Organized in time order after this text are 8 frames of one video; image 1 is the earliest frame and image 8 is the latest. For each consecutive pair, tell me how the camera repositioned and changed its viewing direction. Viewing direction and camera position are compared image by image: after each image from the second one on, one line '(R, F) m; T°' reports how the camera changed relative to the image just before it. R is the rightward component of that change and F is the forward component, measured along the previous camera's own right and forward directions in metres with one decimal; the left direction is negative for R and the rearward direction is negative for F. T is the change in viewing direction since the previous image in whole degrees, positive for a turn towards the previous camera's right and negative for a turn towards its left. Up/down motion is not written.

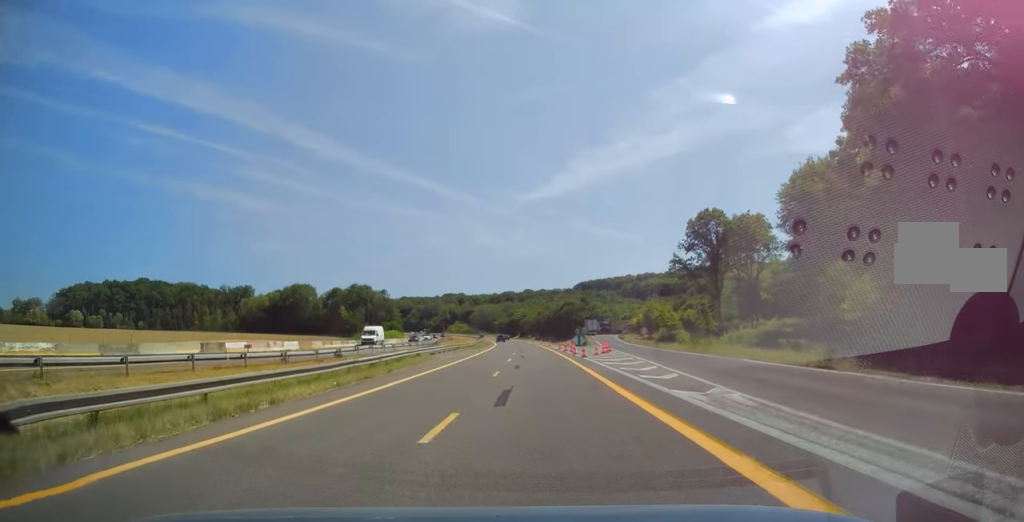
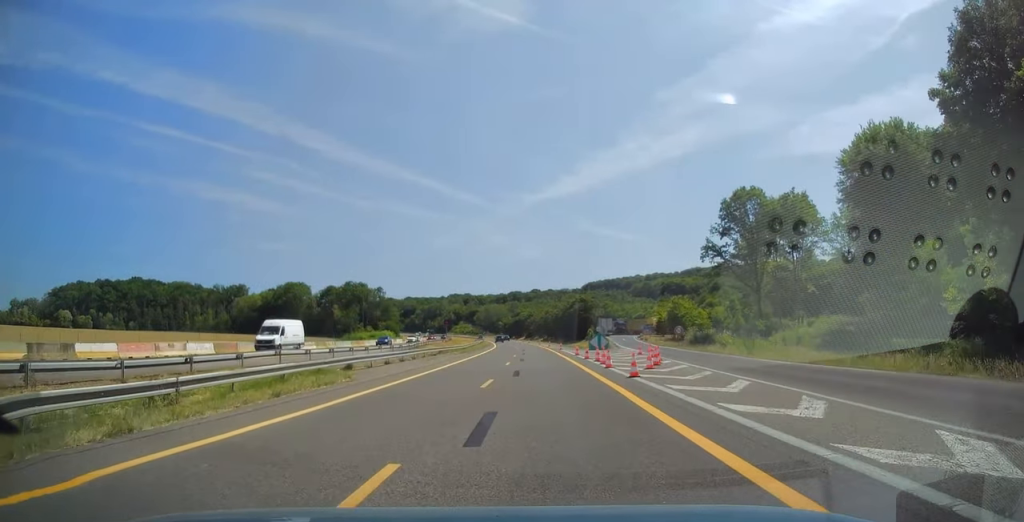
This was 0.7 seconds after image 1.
(-0.2, +17.4) m; -1°
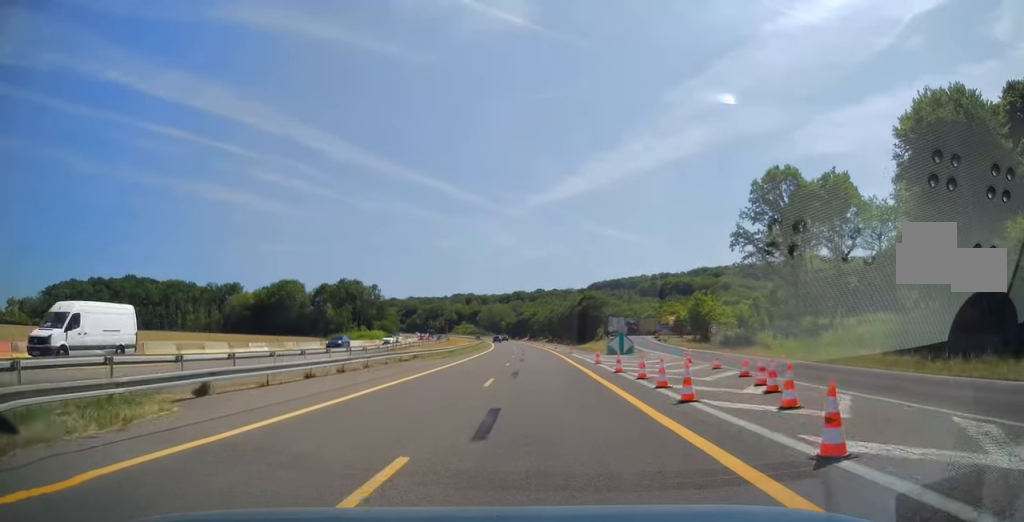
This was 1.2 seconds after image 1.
(-0.2, +12.6) m; 0°
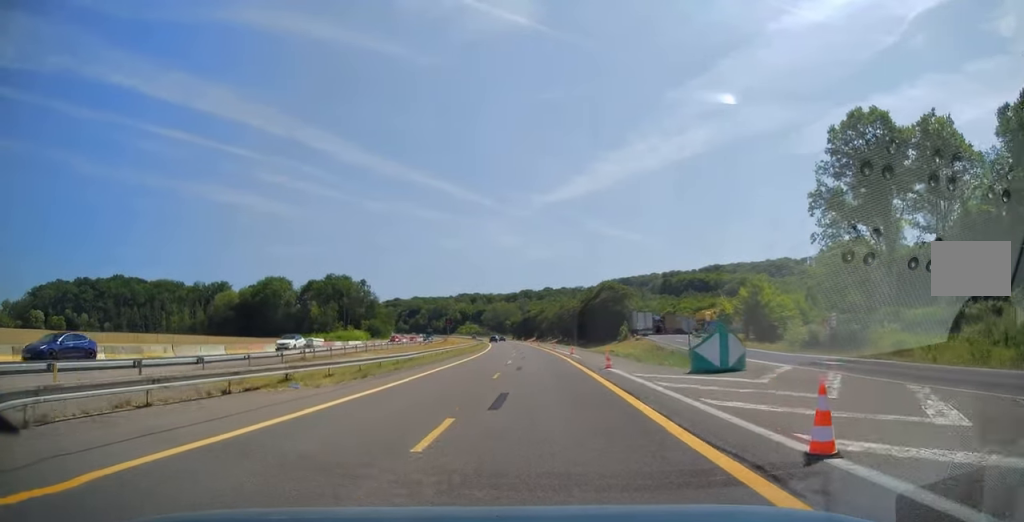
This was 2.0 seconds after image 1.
(-0.2, +22.5) m; -1°
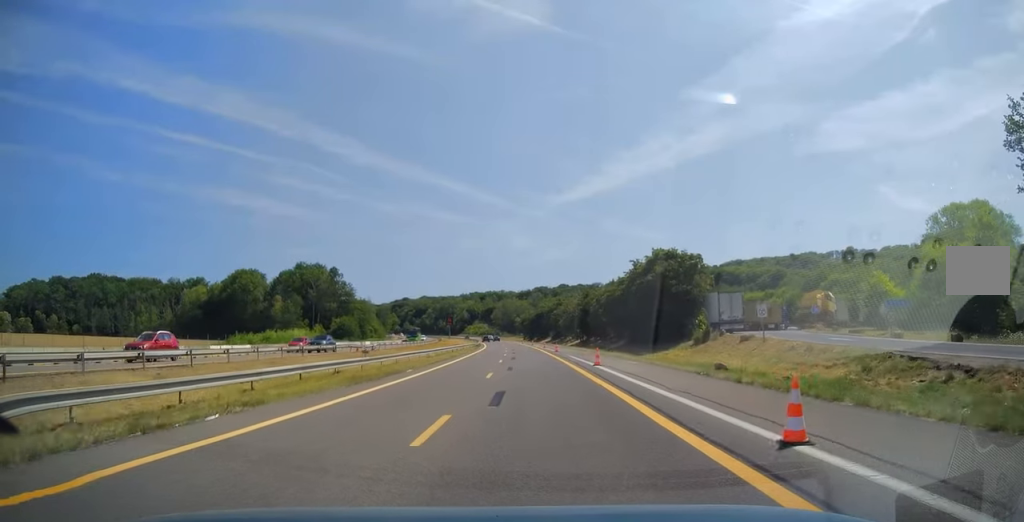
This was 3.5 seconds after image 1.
(-0.5, +38.5) m; -1°
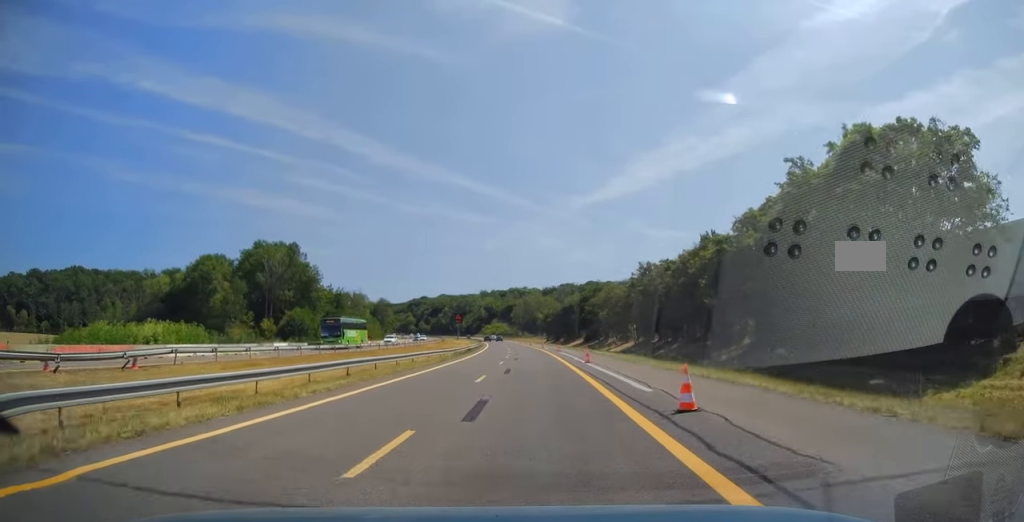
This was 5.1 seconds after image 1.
(-0.6, +40.8) m; -2°
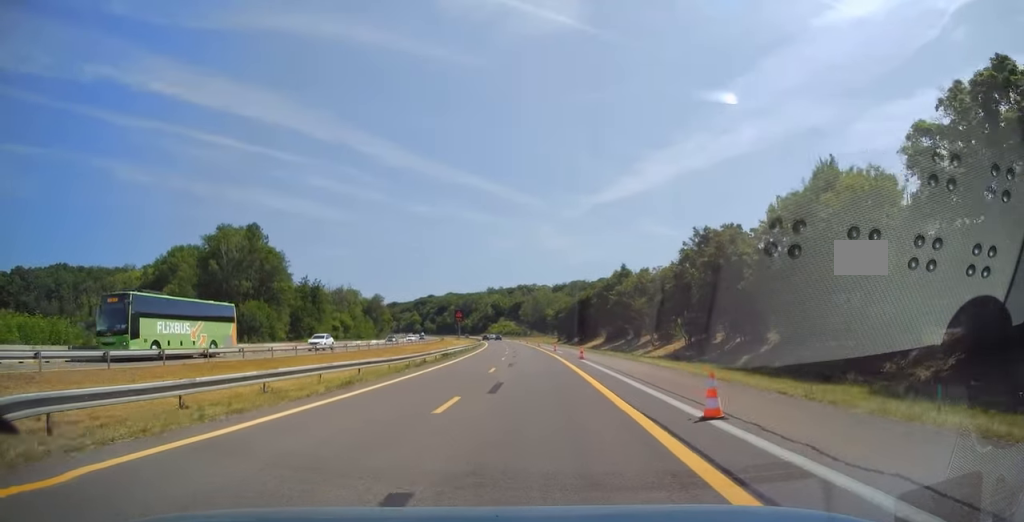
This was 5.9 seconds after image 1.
(-0.1, +20.8) m; -1°
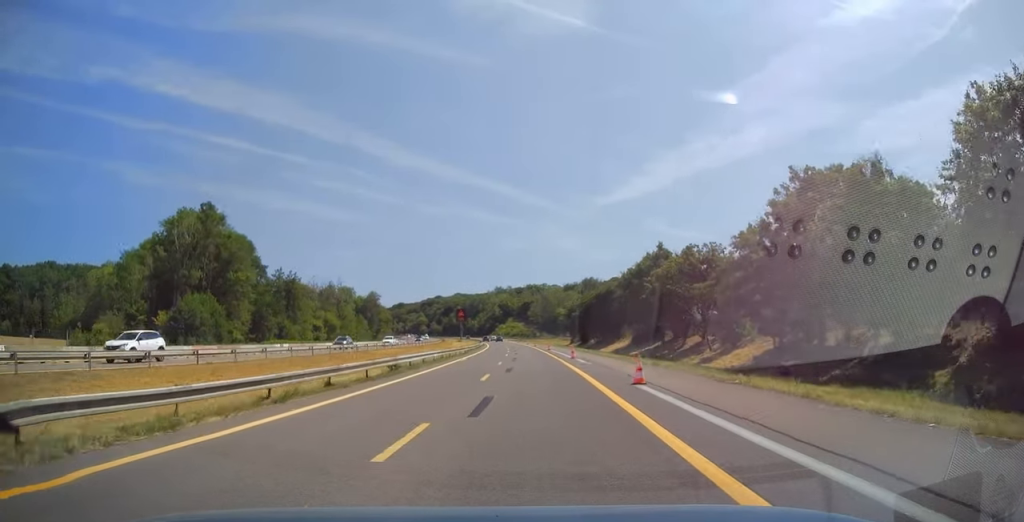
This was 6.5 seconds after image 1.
(+0.2, +17.3) m; -1°
